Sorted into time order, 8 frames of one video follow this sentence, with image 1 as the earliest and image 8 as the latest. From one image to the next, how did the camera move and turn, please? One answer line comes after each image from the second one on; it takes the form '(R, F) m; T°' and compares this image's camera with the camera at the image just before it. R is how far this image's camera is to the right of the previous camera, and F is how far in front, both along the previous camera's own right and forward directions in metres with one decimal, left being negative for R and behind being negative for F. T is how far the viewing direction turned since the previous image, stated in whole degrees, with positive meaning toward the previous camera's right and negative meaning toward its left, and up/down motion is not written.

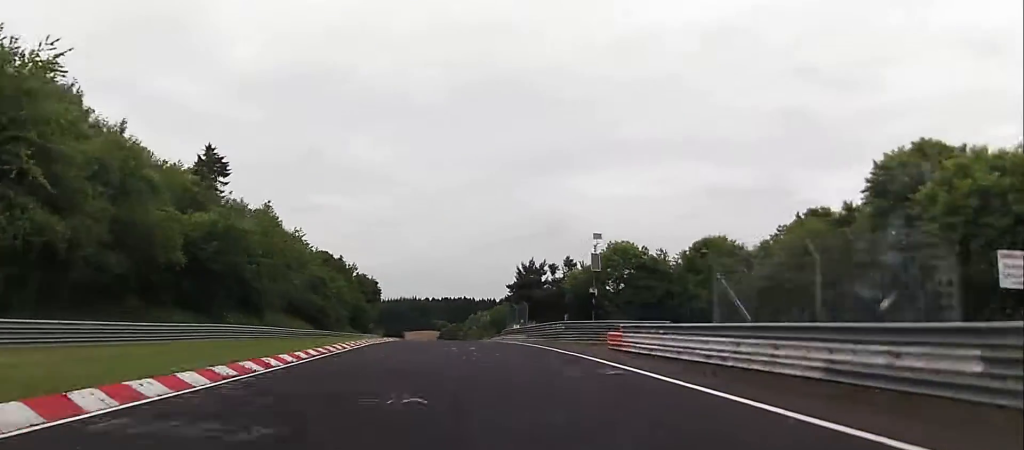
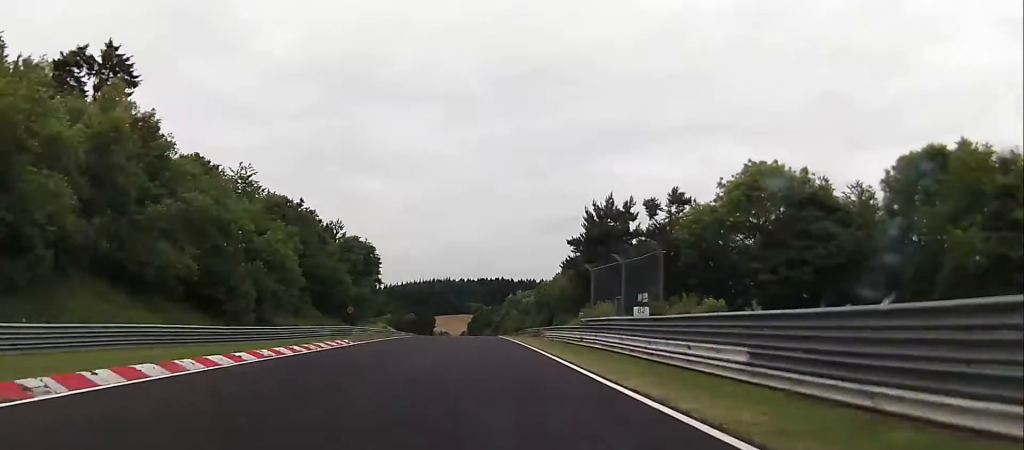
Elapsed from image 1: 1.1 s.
(-1.3, +42.8) m; -3°
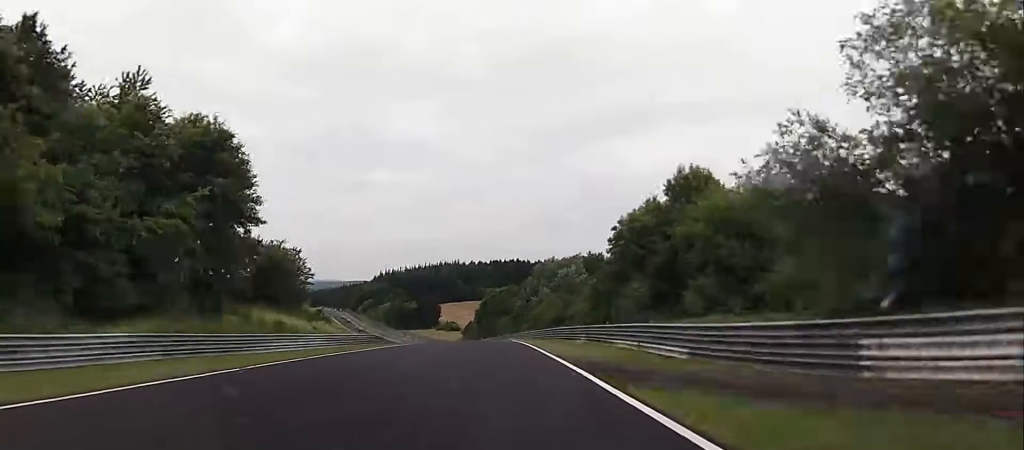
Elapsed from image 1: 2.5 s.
(-0.9, +57.6) m; -1°
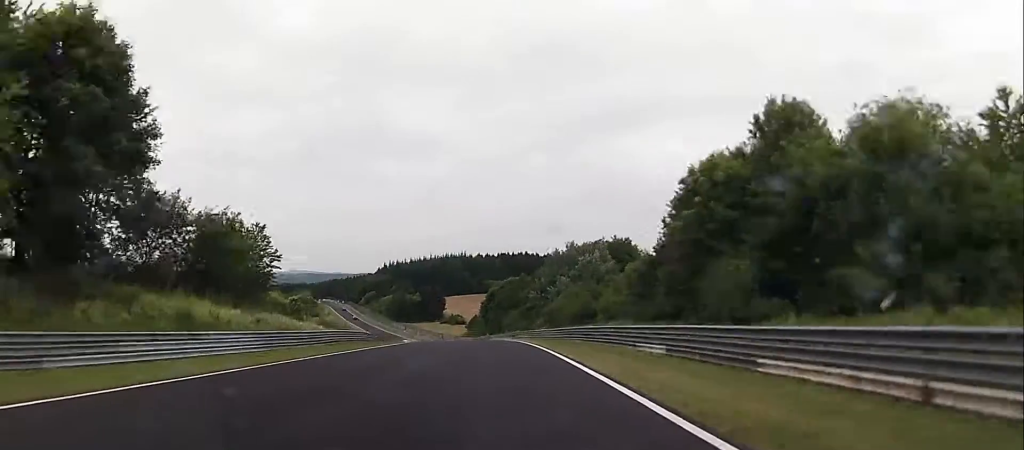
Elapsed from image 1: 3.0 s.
(+0.3, +17.0) m; 0°
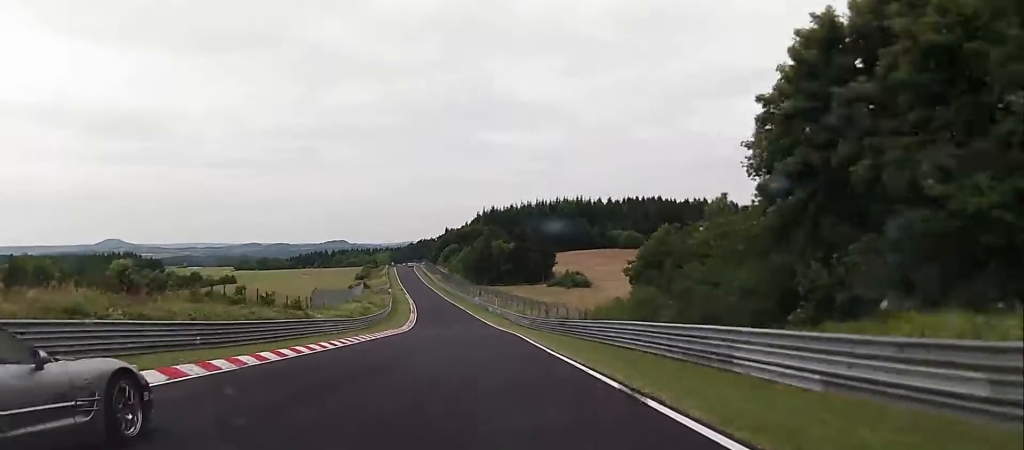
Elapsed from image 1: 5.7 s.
(-7.9, +110.0) m; -9°
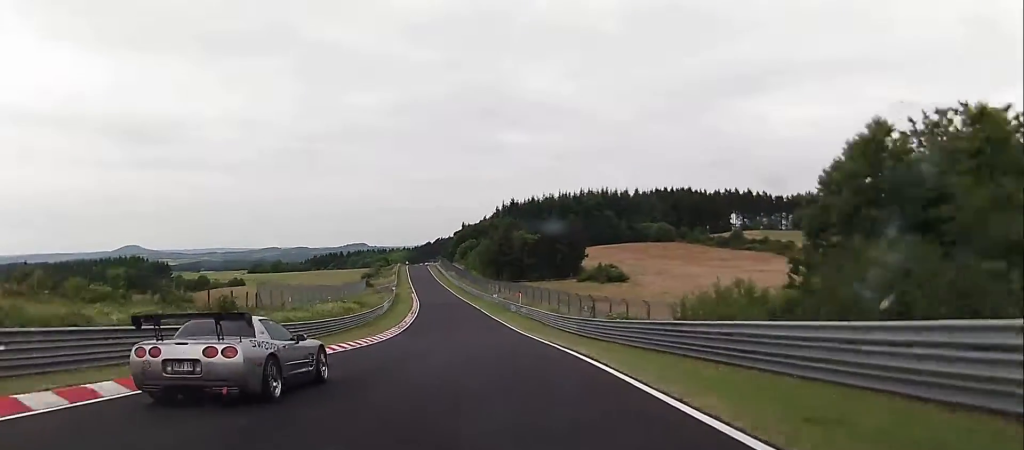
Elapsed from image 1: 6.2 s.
(-0.5, +22.4) m; -2°
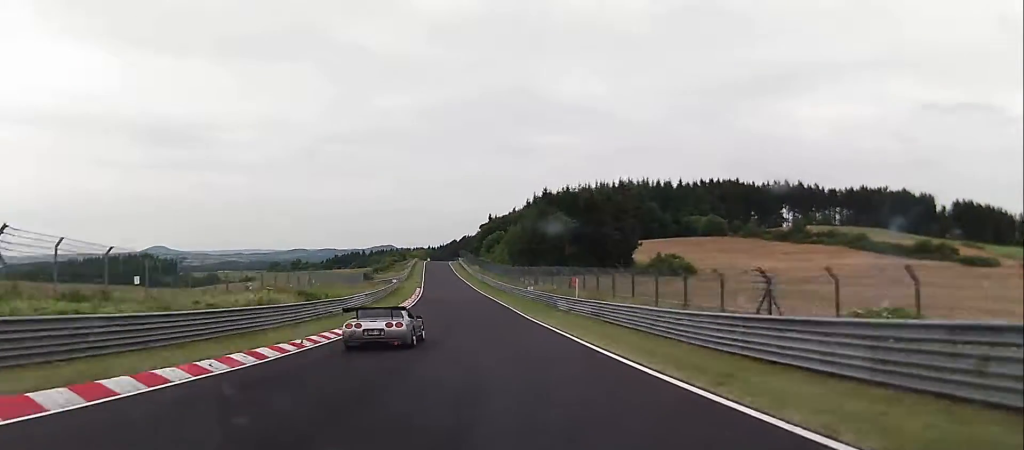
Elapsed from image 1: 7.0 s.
(-0.7, +31.1) m; -3°
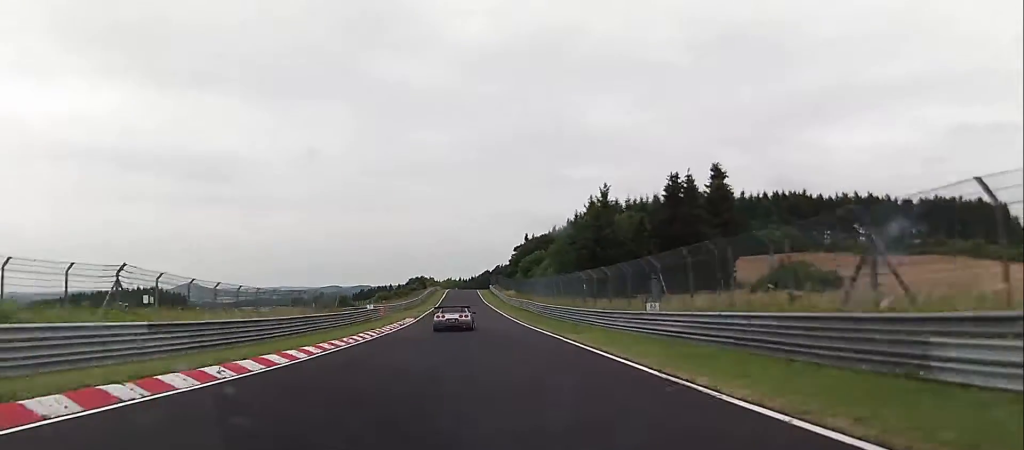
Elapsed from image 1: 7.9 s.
(-1.0, +40.3) m; -3°
